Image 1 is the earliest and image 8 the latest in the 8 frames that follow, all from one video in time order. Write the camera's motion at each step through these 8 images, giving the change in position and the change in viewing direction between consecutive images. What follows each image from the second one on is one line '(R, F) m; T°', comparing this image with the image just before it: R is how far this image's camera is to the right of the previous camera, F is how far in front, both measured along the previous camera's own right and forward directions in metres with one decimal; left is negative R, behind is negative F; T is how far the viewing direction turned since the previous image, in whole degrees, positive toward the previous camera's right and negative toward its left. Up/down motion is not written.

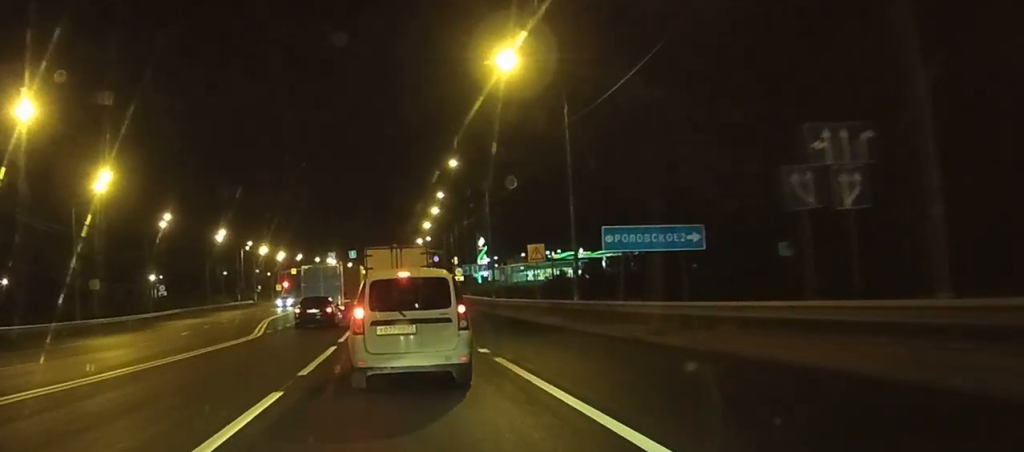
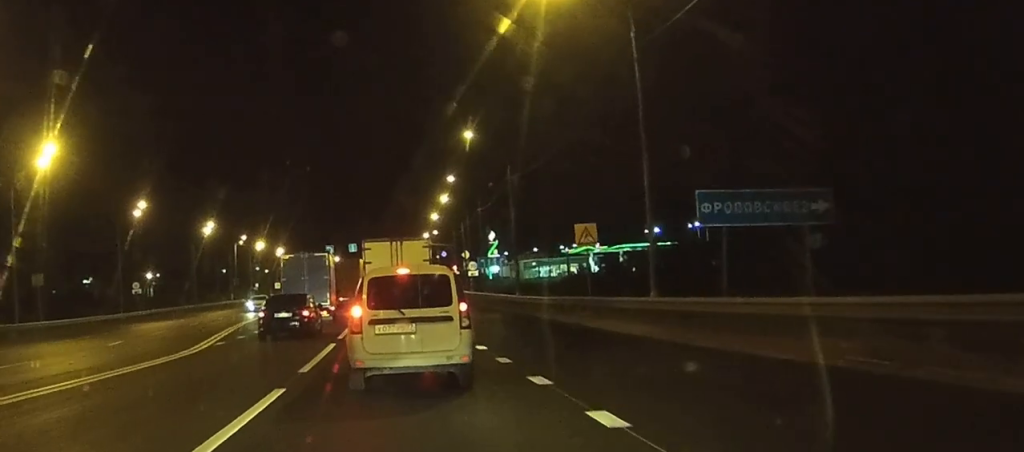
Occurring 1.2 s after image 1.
(-1.2, +9.4) m; -4°
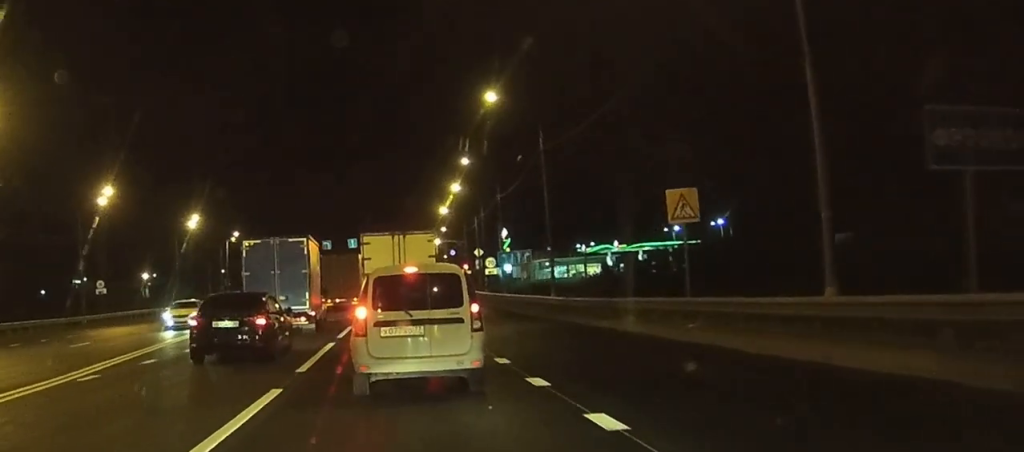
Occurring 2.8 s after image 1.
(+0.5, +10.3) m; +3°
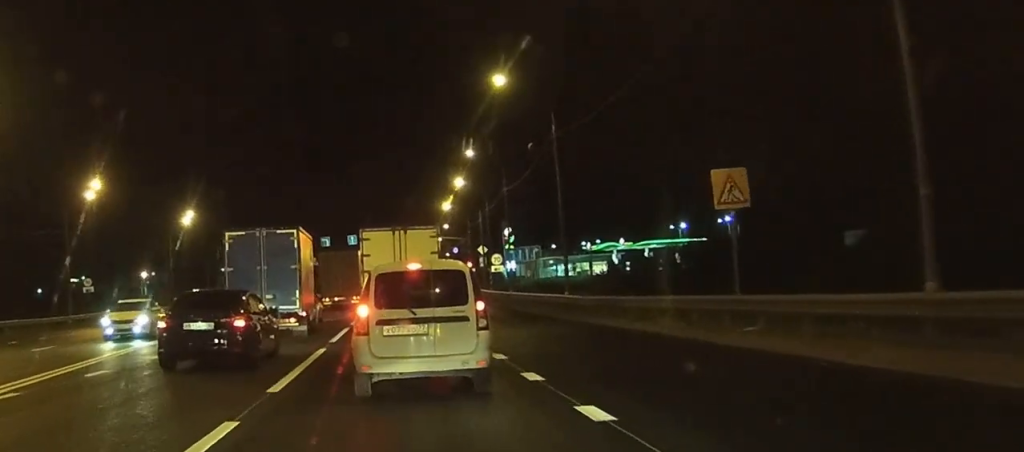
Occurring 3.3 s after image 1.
(0.0, +2.9) m; 0°
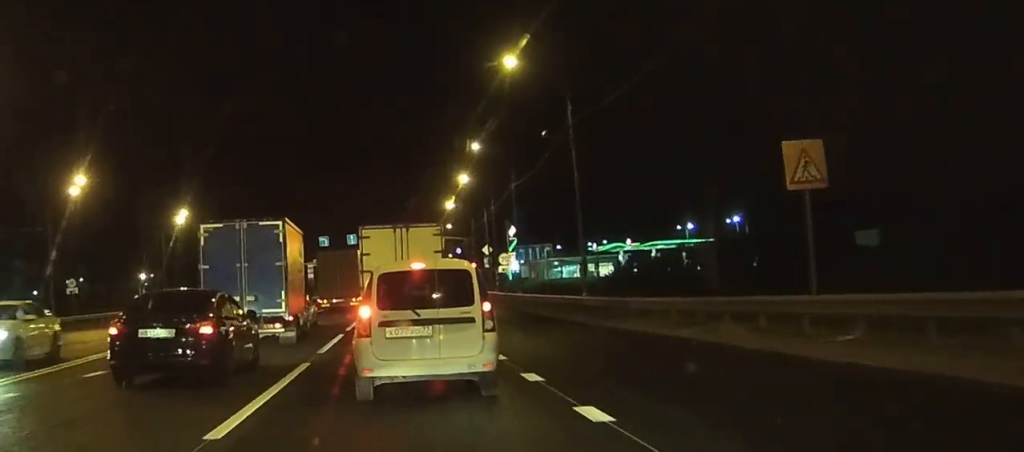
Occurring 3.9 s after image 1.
(0.0, +3.4) m; 0°
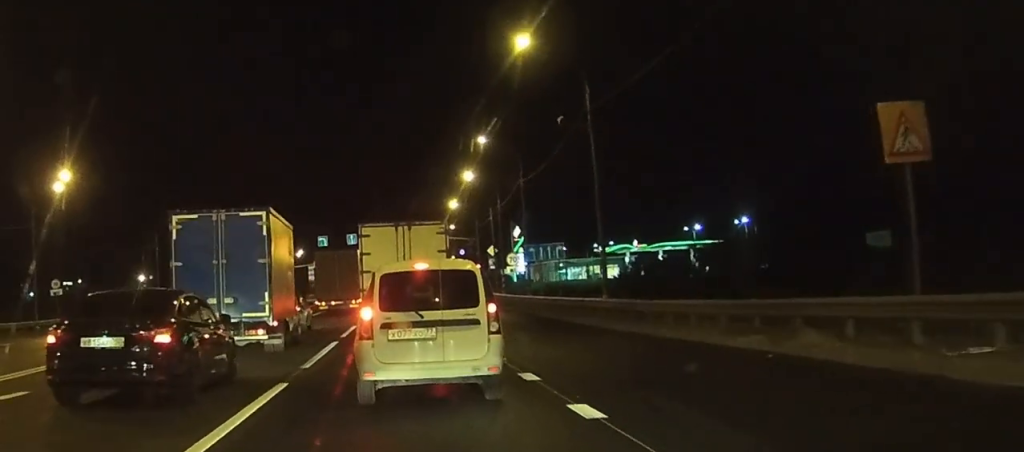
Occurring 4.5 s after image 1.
(0.0, +3.0) m; 0°
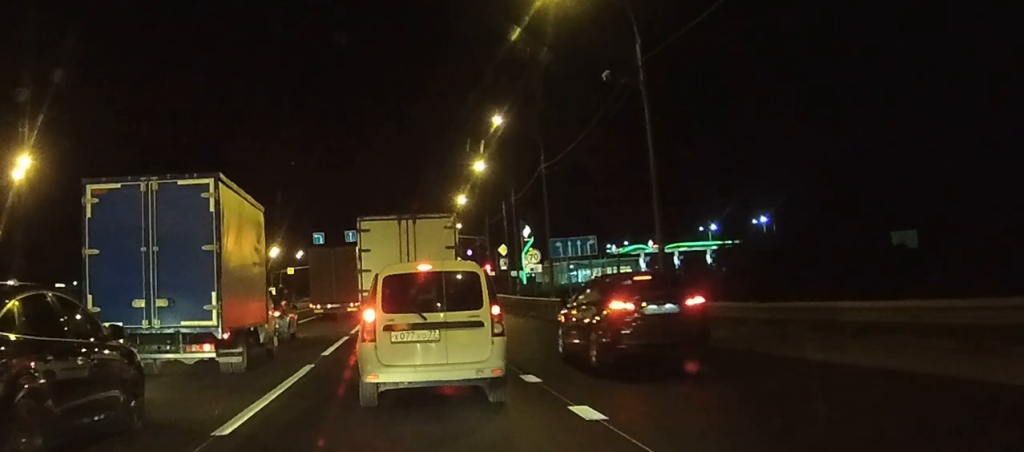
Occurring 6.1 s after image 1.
(0.0, +7.0) m; 0°
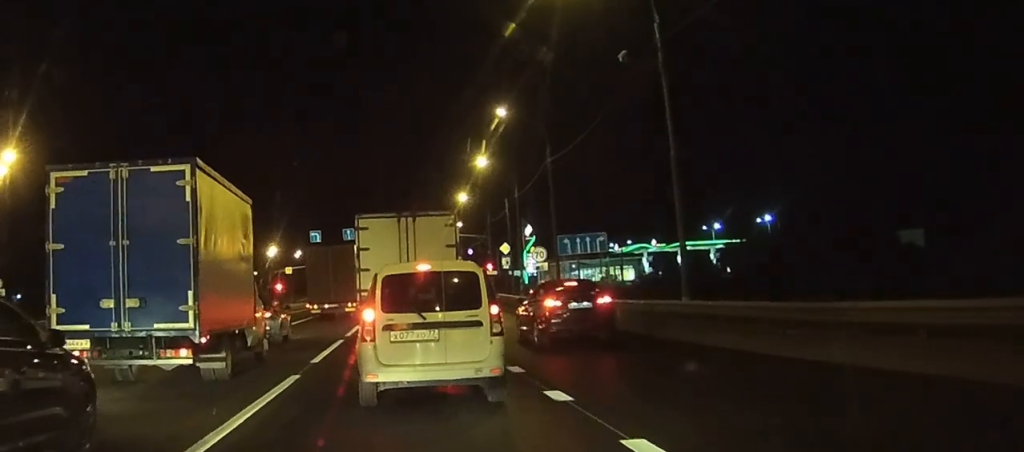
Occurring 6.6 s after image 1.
(0.0, +2.0) m; +1°
